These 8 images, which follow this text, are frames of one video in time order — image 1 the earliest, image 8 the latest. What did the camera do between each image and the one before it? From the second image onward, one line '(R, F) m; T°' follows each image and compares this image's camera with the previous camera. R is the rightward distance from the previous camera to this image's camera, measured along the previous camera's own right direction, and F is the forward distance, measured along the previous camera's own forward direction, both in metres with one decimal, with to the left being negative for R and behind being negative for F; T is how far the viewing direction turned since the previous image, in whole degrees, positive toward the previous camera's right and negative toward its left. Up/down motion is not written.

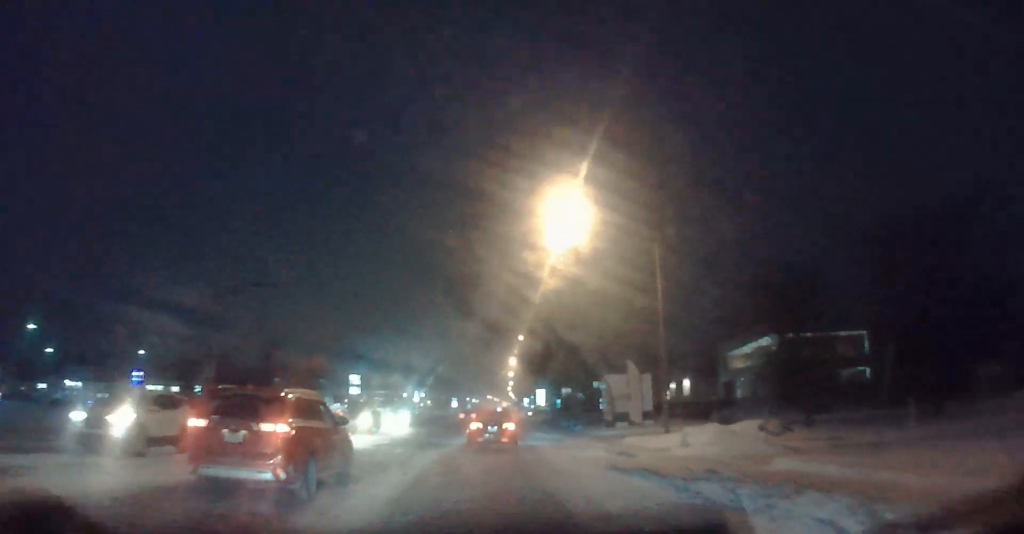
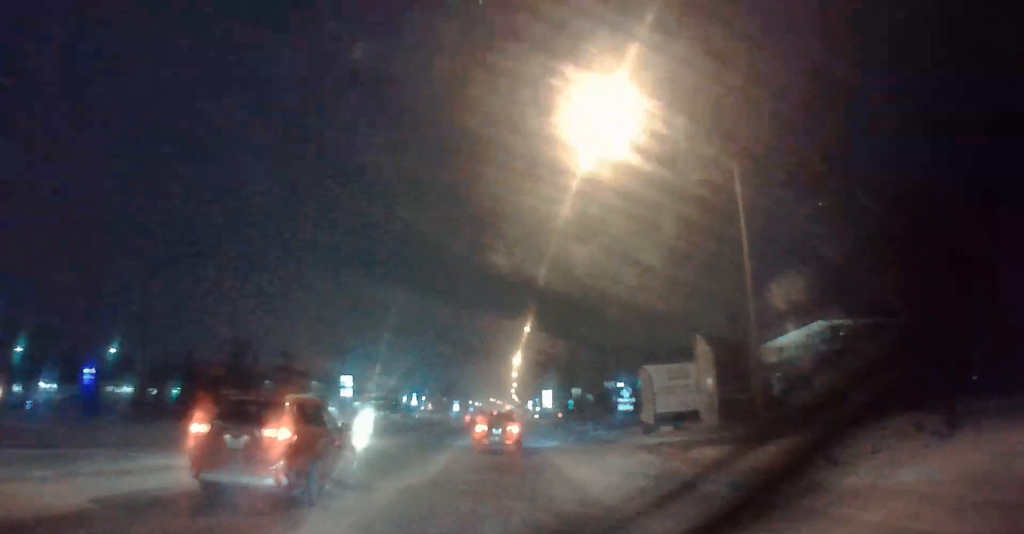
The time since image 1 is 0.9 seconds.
(0.0, +10.6) m; 0°
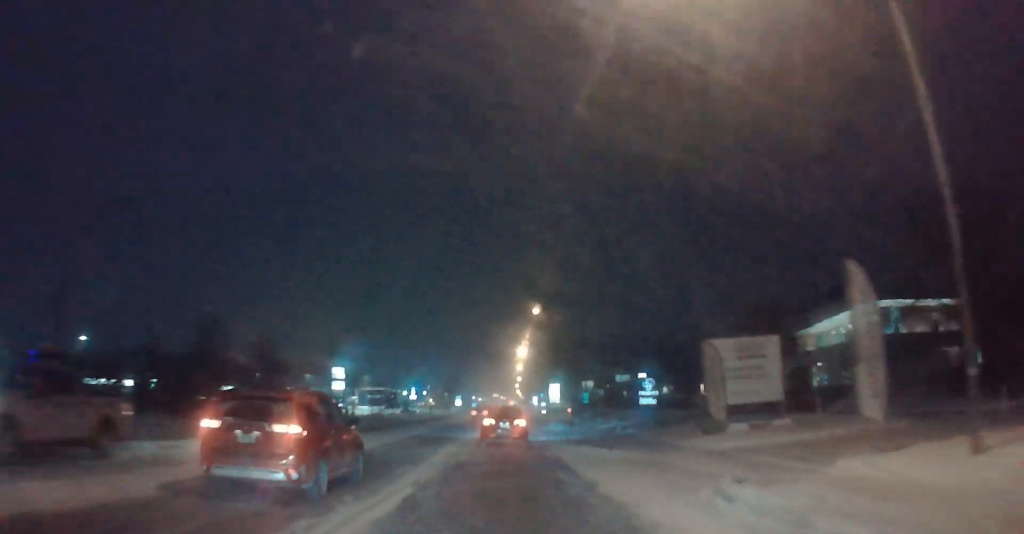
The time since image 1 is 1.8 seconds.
(0.0, +9.8) m; 0°
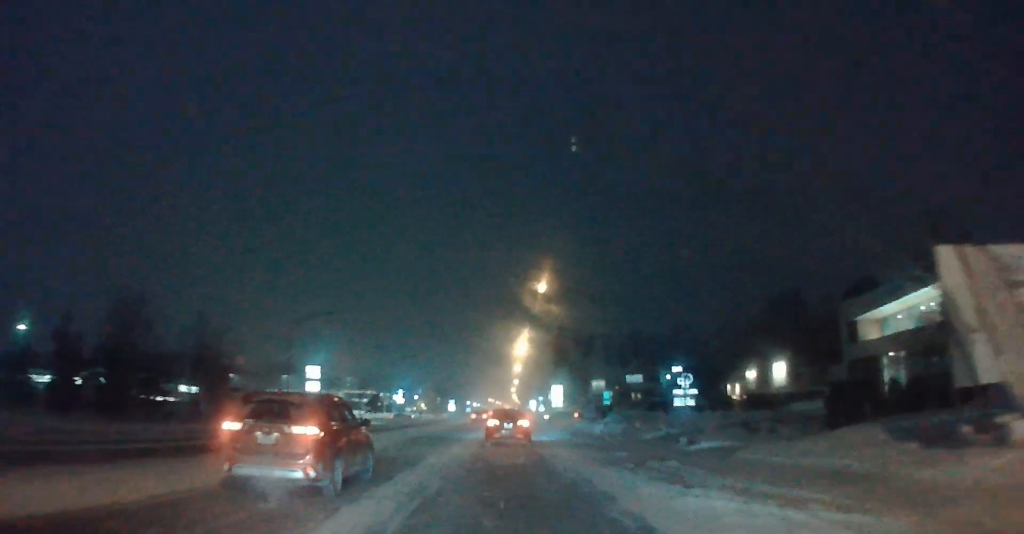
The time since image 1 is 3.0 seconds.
(0.0, +14.9) m; 0°
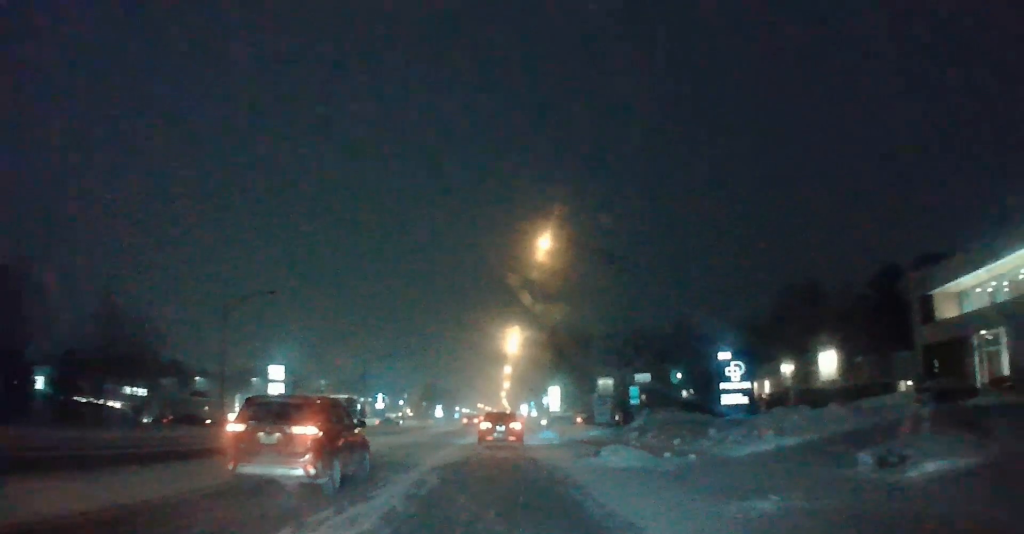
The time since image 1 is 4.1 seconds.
(0.0, +13.6) m; 0°
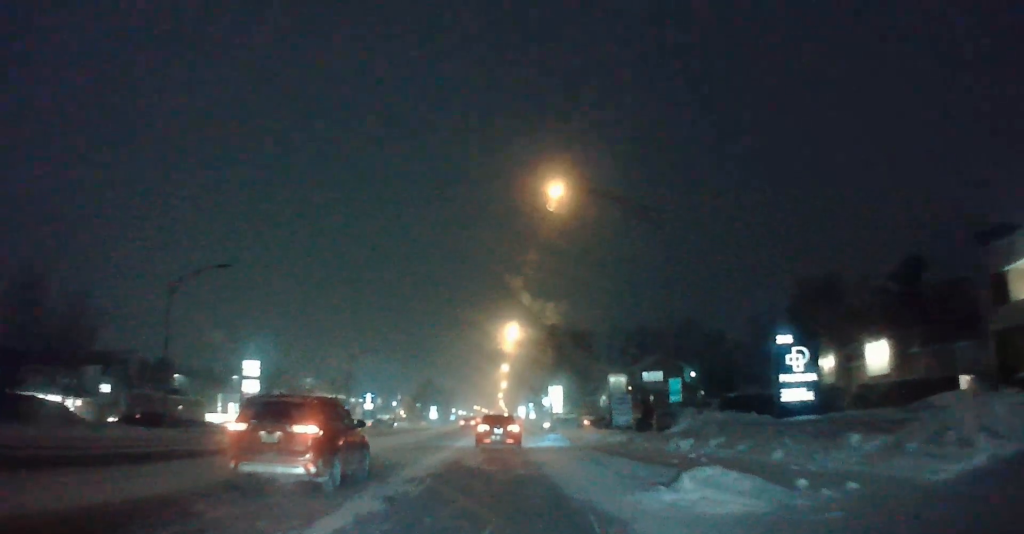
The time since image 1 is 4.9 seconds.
(0.0, +9.2) m; 0°
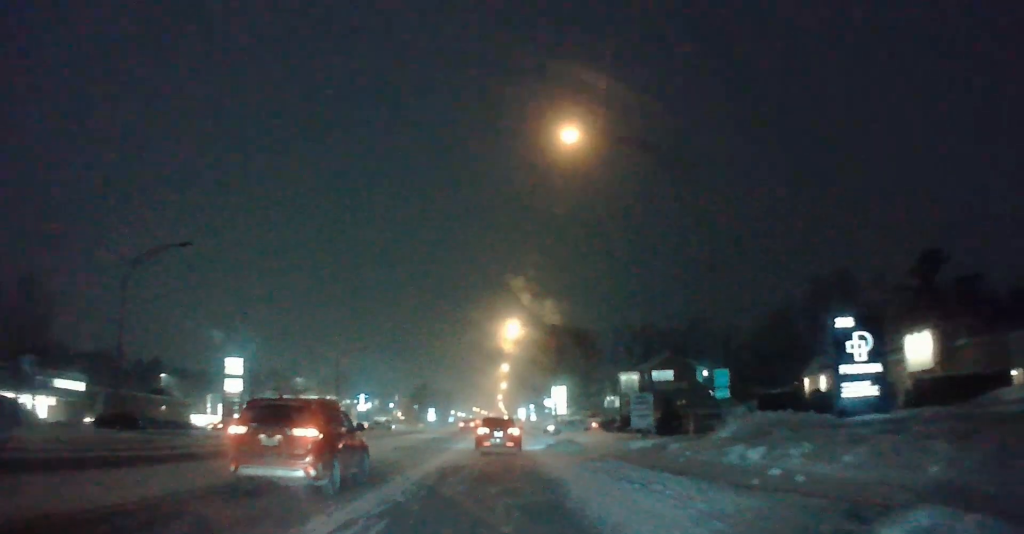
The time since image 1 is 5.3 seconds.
(0.0, +5.8) m; 0°
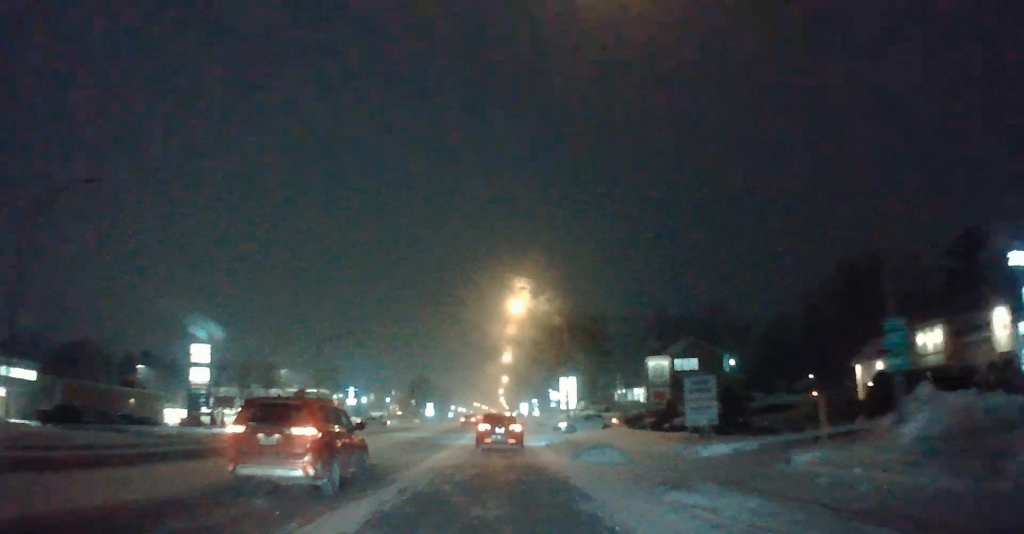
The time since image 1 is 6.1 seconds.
(0.0, +10.1) m; 0°
